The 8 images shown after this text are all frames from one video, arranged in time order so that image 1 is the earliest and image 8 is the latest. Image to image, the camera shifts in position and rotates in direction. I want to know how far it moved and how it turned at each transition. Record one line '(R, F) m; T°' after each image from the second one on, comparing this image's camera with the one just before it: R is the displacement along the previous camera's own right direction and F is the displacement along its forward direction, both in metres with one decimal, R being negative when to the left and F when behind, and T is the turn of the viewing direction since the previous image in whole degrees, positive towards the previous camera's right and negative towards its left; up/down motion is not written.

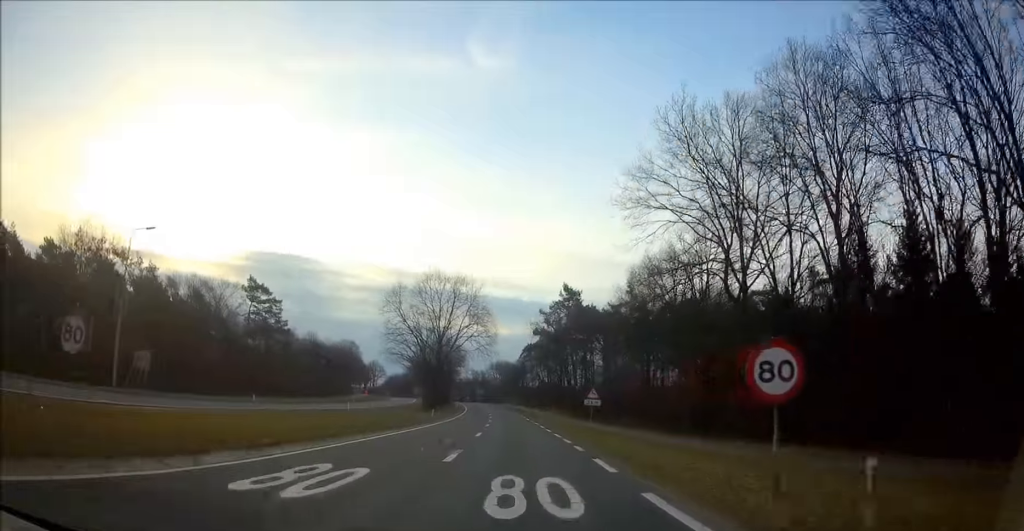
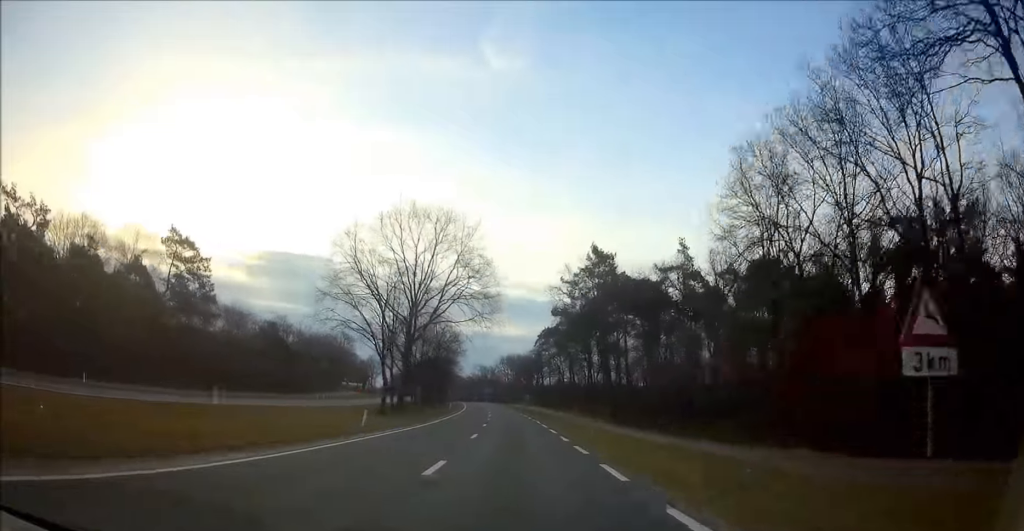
(-0.5, +27.4) m; -2°
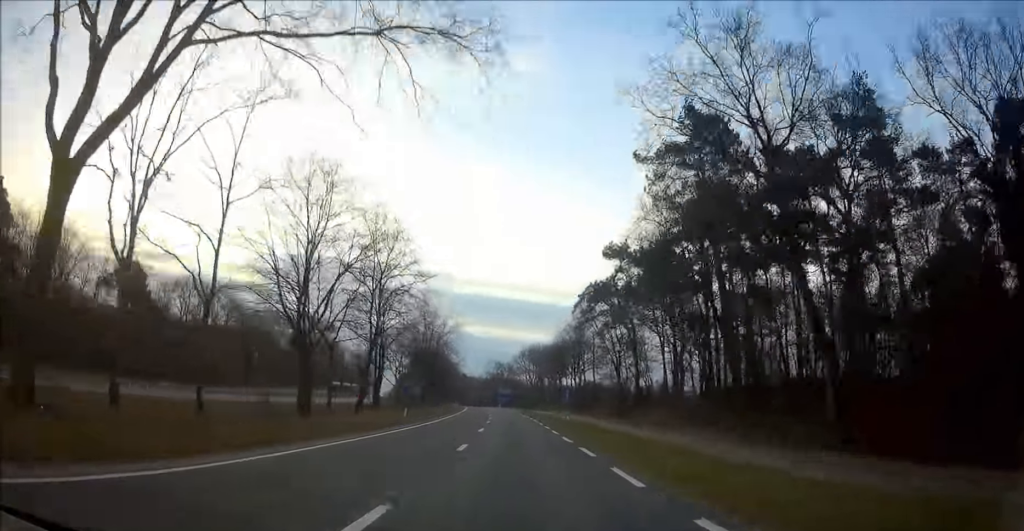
(-0.9, +44.0) m; -2°
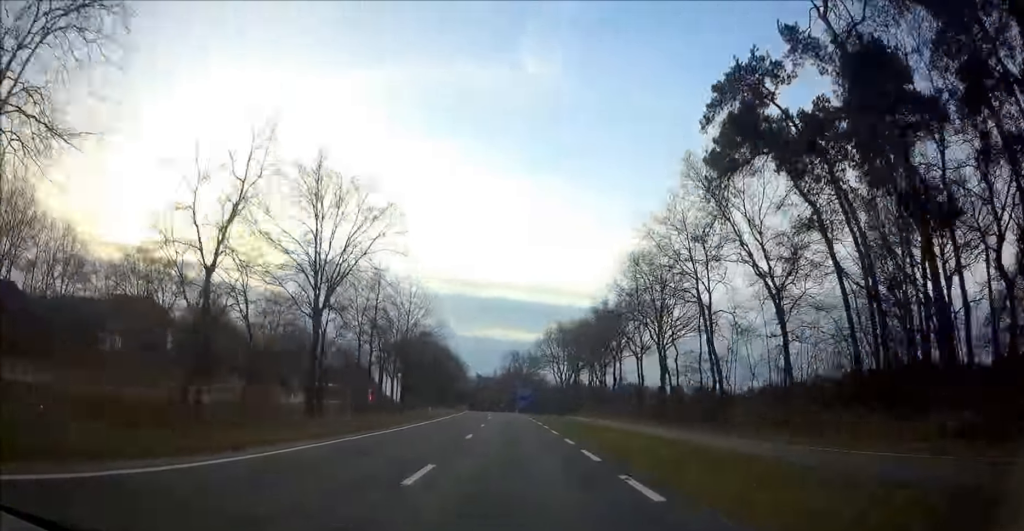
(-0.7, +45.0) m; -2°
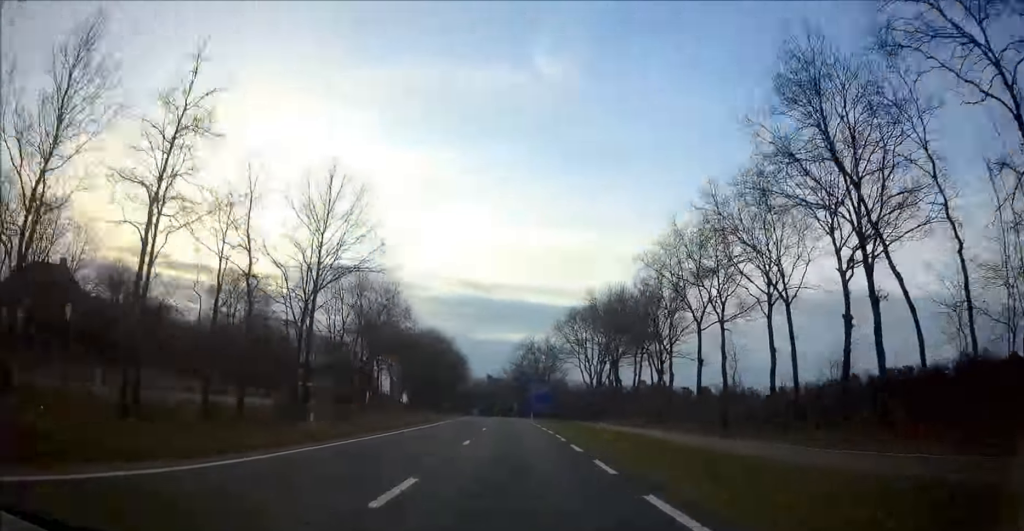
(-0.4, +26.6) m; -1°
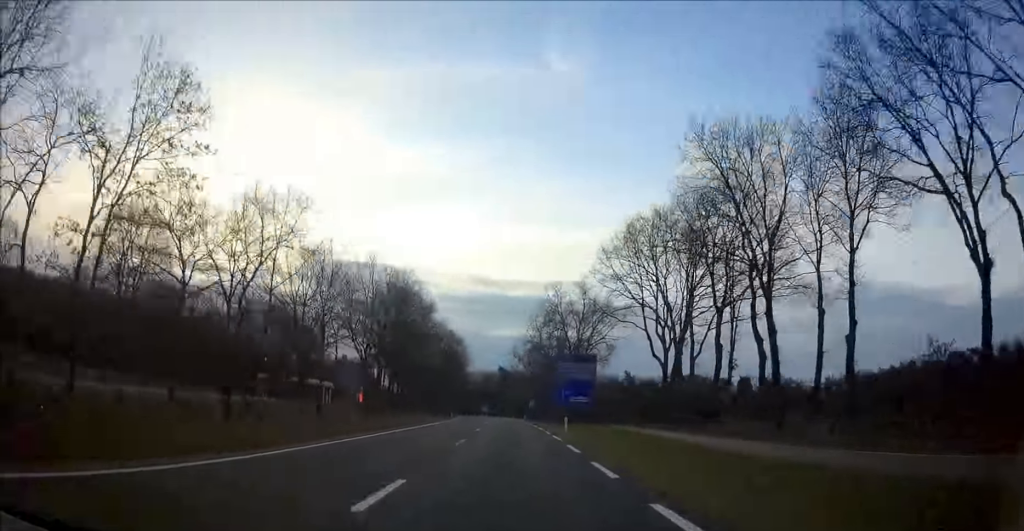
(-0.4, +36.3) m; -1°
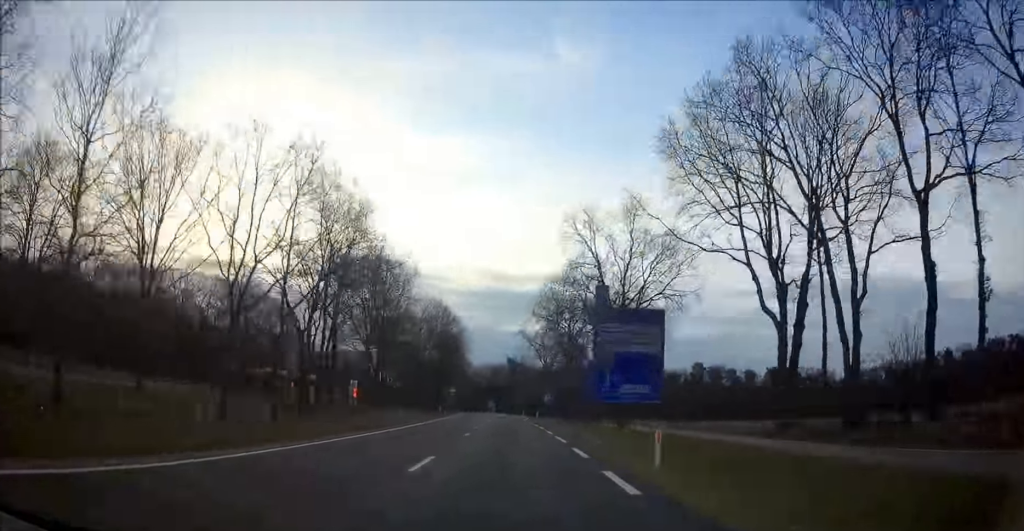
(+0.1, +20.1) m; -1°
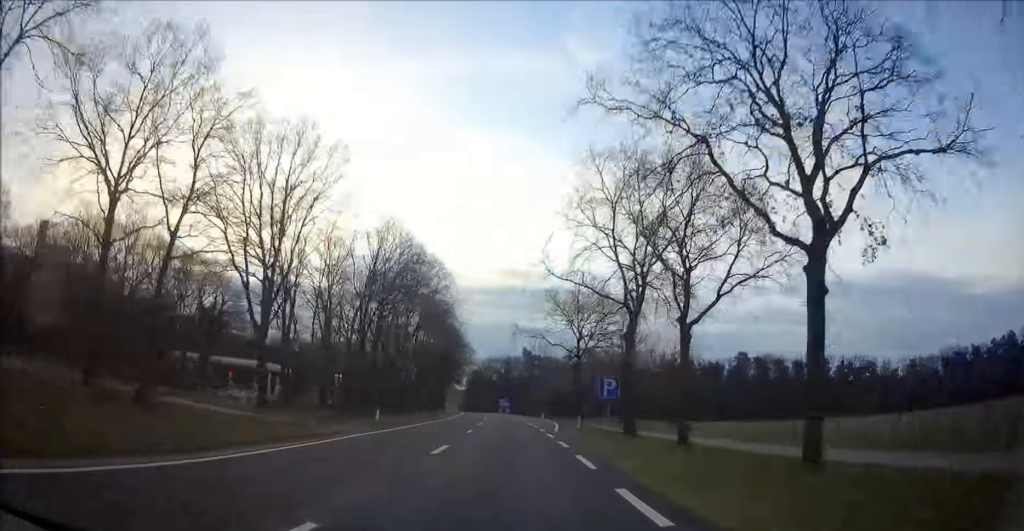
(-0.4, +32.7) m; -2°
